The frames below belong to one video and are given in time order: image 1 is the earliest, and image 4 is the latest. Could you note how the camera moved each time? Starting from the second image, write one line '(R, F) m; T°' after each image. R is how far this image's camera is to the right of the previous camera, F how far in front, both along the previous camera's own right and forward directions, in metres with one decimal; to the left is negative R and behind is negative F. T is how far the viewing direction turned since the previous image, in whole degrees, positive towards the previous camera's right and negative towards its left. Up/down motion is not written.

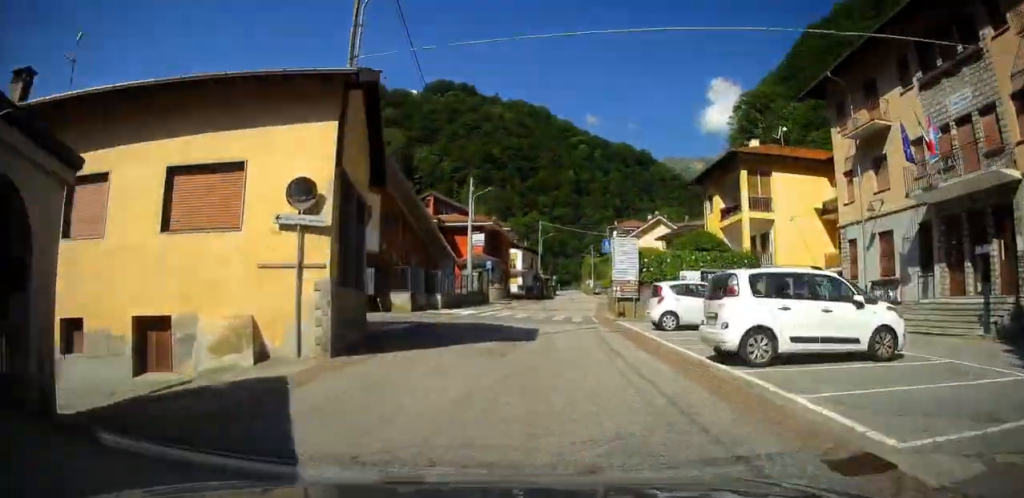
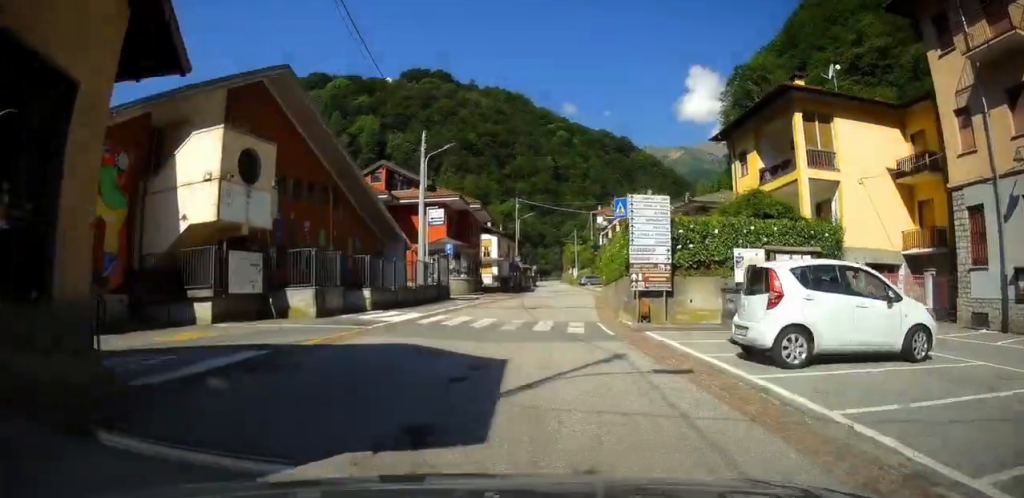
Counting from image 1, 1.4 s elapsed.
(+0.6, +11.0) m; +3°
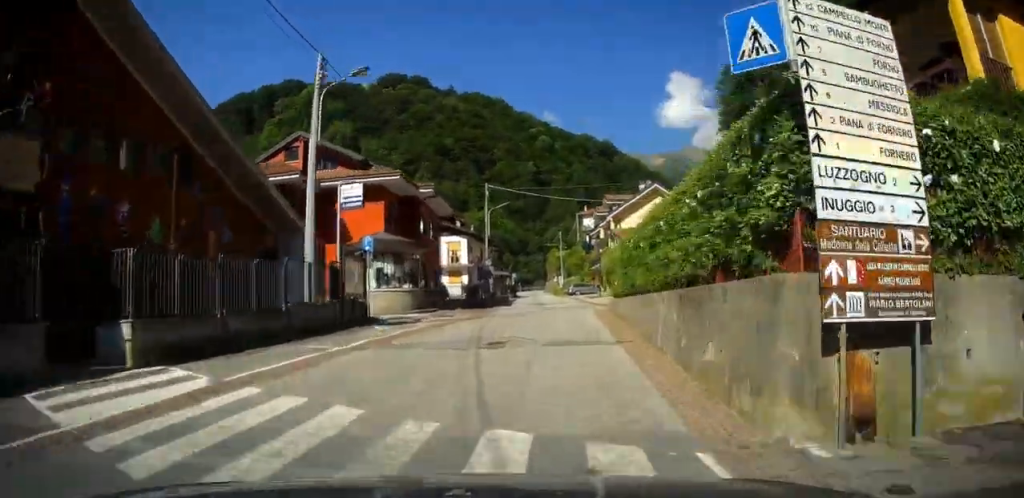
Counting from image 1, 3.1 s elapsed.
(+0.3, +13.5) m; +1°
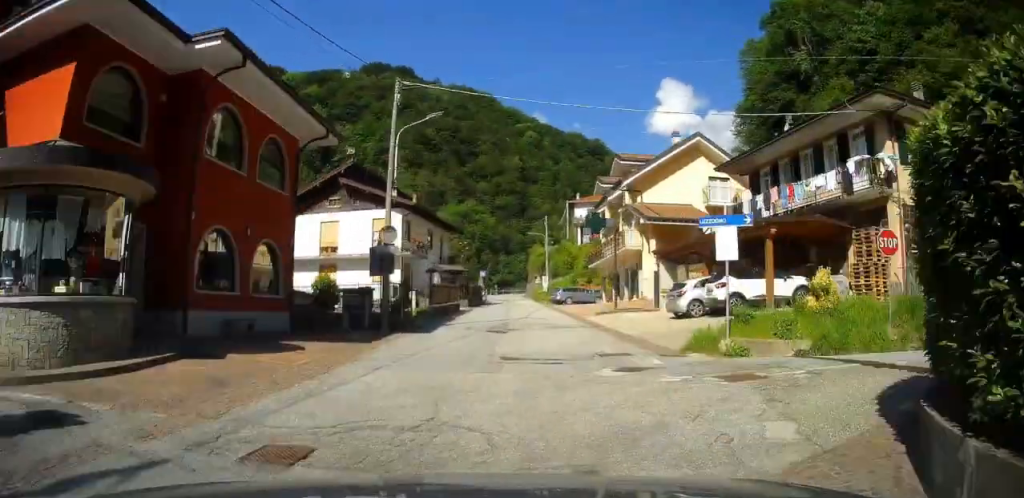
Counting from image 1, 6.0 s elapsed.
(-0.1, +22.6) m; -2°
